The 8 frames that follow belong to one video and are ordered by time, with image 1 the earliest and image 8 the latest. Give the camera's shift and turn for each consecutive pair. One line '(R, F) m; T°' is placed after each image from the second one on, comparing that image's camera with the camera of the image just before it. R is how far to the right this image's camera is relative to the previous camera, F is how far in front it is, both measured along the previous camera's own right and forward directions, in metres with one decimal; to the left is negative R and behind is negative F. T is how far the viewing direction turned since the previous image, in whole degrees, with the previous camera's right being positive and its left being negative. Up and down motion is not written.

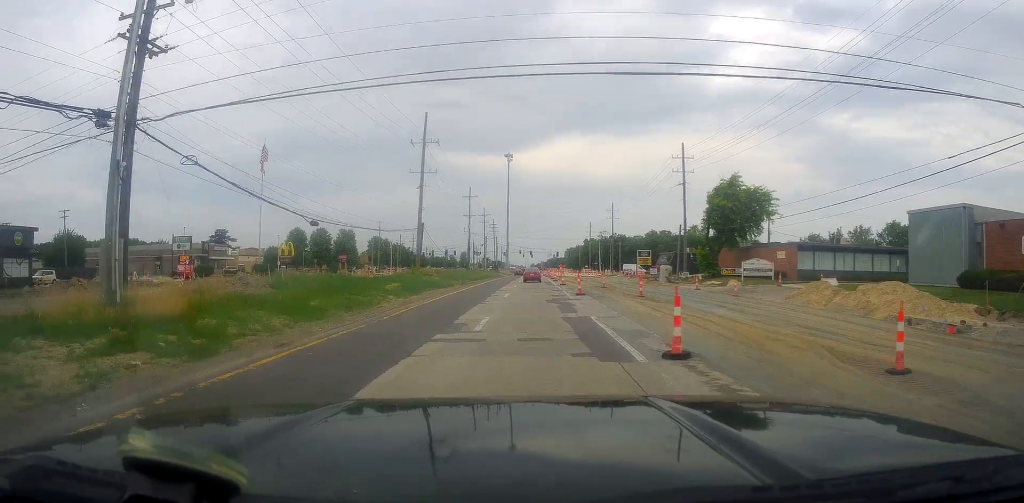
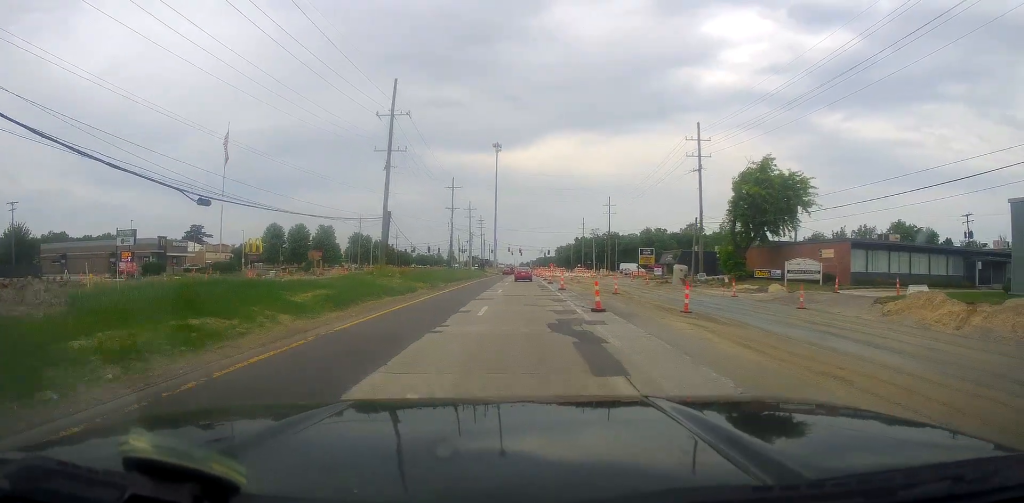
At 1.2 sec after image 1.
(0.0, +10.8) m; 0°
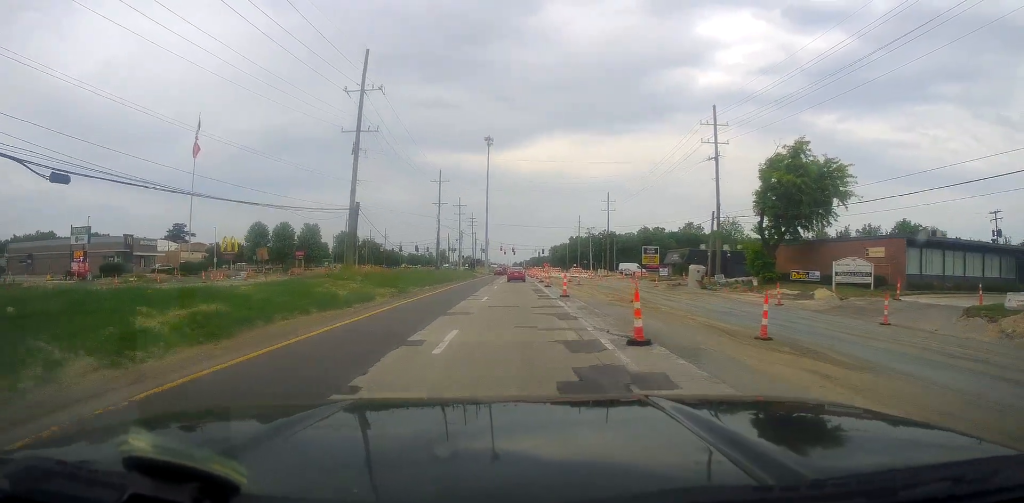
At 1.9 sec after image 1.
(0.0, +7.6) m; 0°
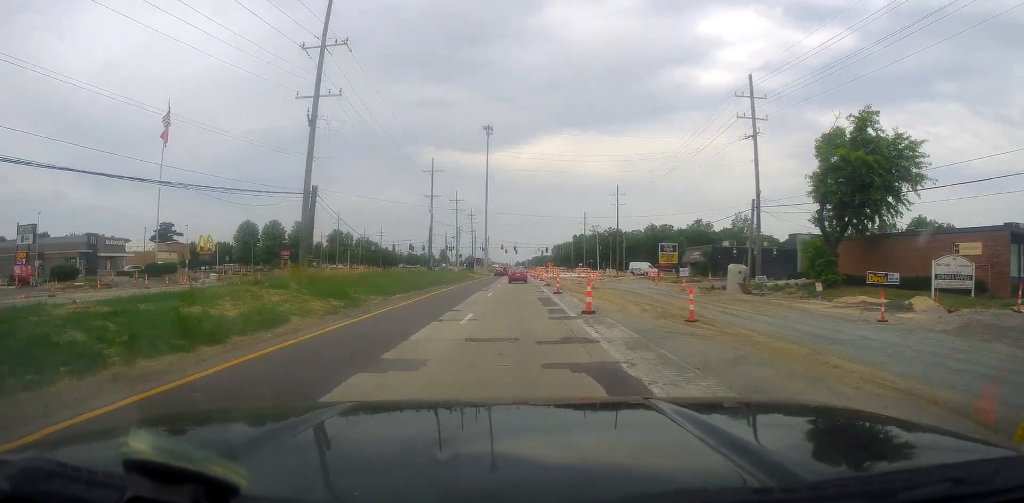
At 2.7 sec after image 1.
(0.0, +9.4) m; 0°
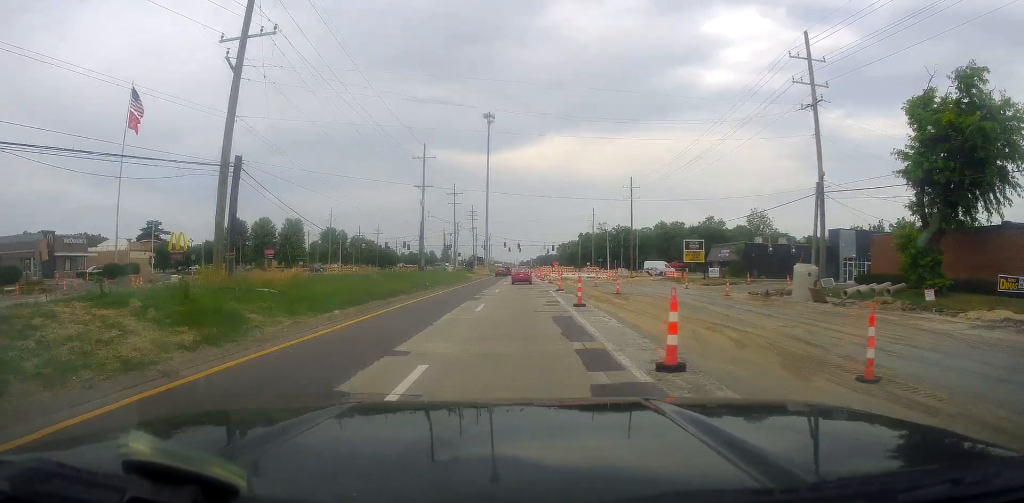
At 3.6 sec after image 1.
(0.0, +10.3) m; -3°
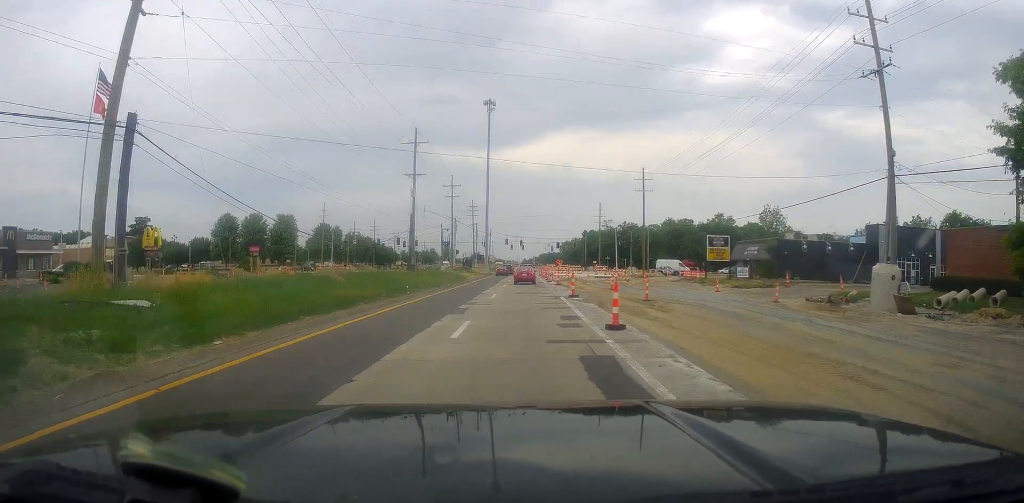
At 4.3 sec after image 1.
(-0.3, +8.0) m; -1°
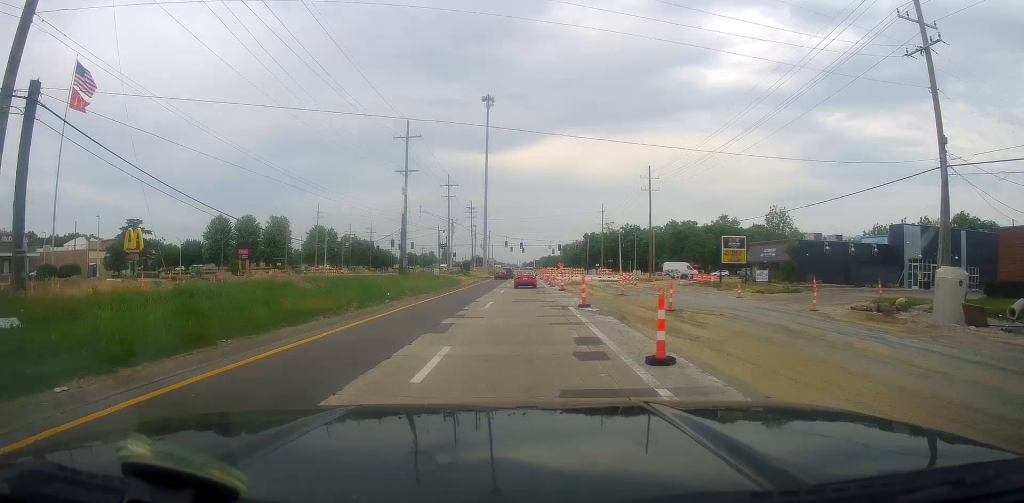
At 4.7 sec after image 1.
(-0.3, +4.8) m; 0°
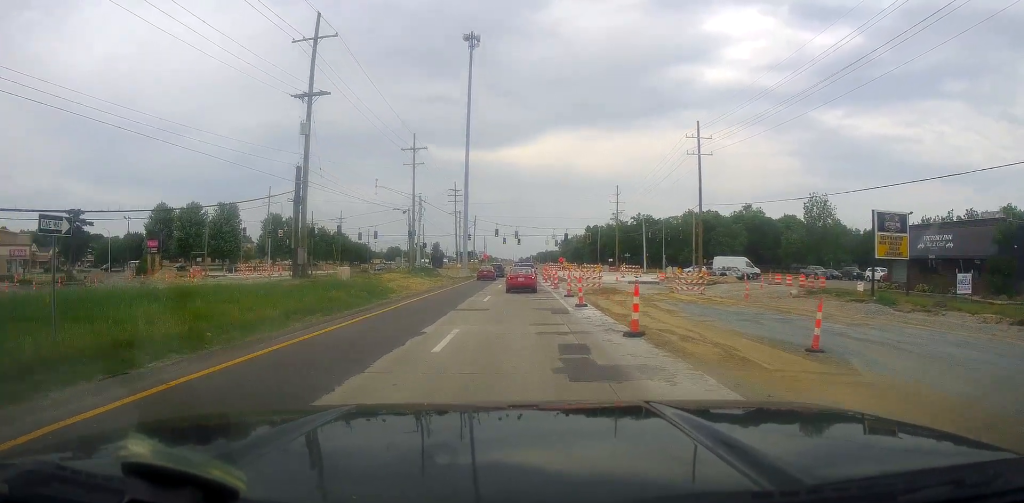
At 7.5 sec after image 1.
(+1.7, +28.2) m; +4°
